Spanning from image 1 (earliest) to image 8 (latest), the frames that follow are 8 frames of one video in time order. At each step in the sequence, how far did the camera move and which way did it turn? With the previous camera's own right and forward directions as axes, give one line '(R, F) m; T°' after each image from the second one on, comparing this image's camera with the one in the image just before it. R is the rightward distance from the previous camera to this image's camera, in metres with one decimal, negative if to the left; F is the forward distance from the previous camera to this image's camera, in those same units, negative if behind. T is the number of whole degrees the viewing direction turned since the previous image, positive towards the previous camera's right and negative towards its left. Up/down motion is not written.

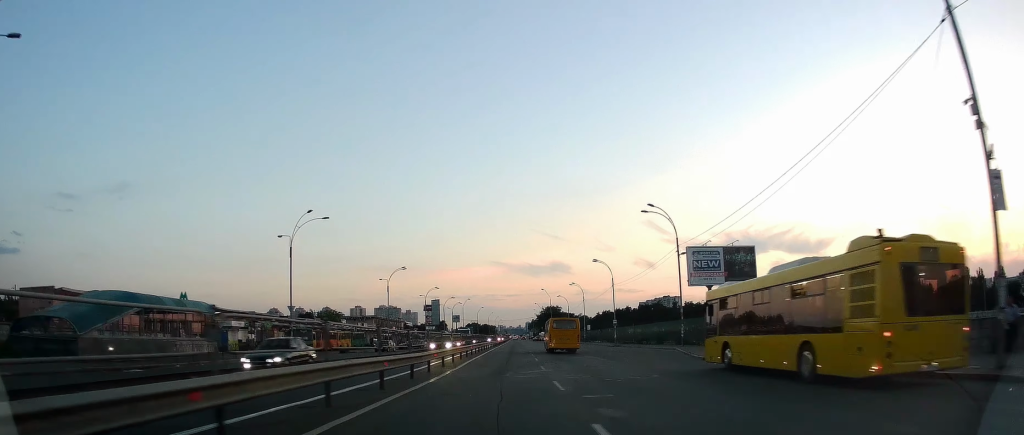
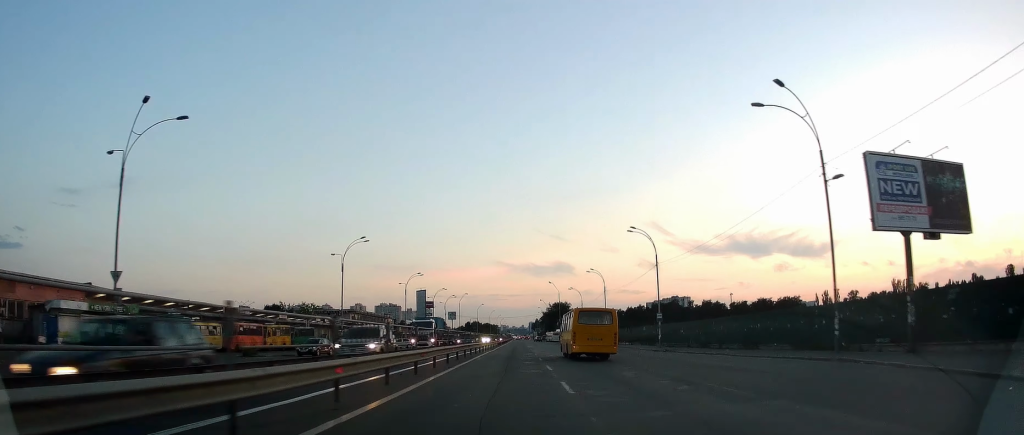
(0.0, +28.5) m; 0°
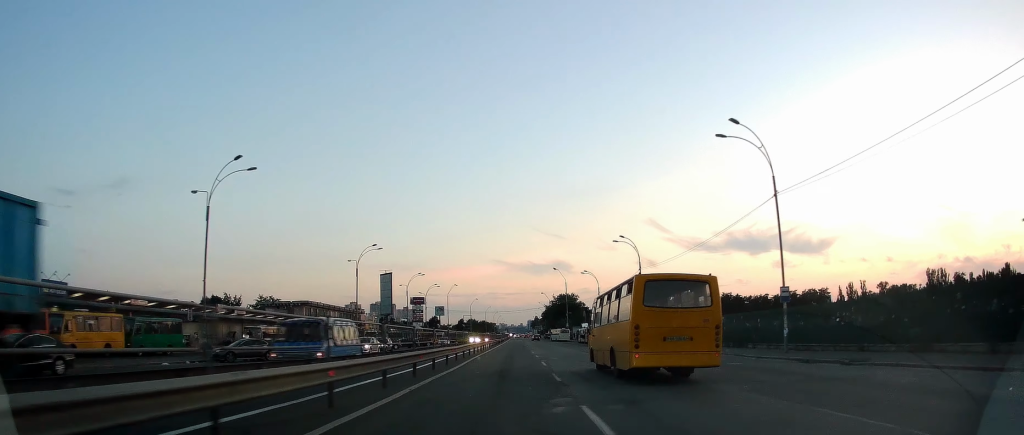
(-0.1, +33.0) m; +1°
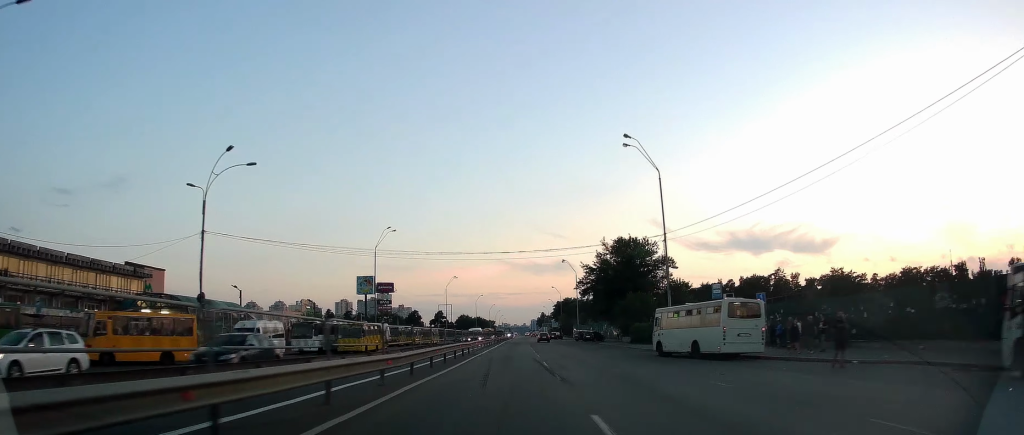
(-0.1, +100.2) m; -1°
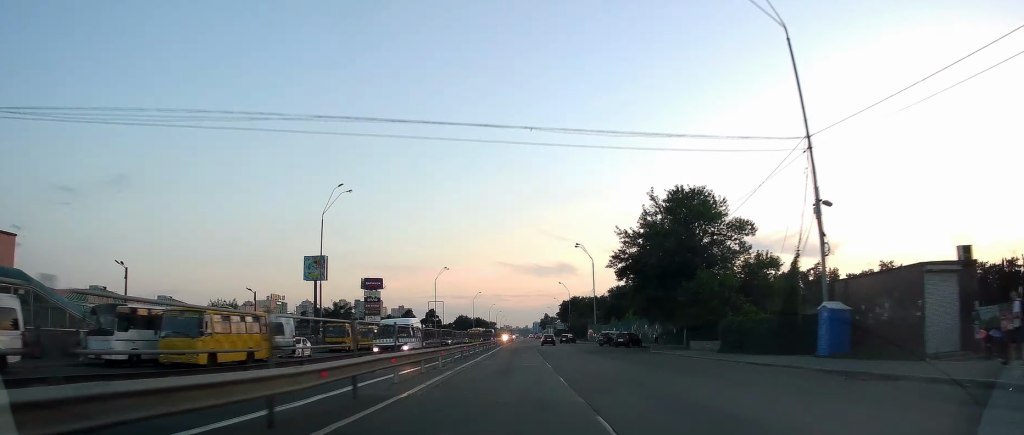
(+0.1, +26.7) m; 0°
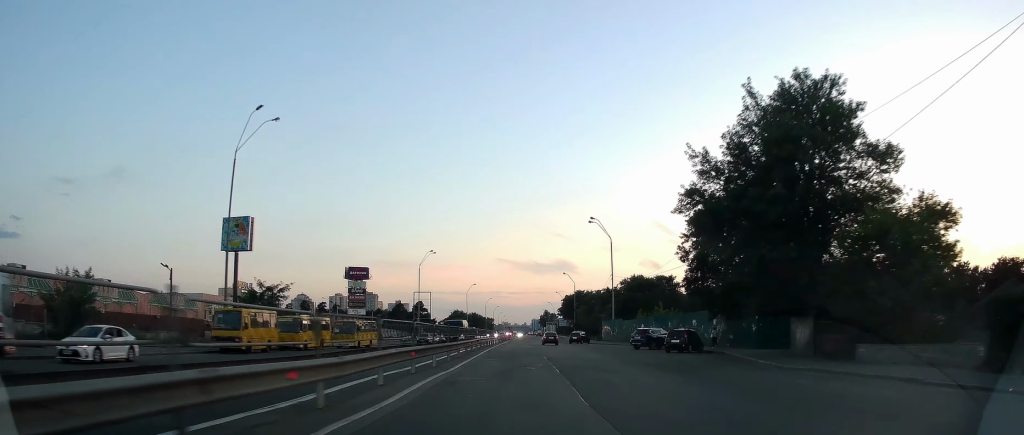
(-0.1, +22.7) m; 0°
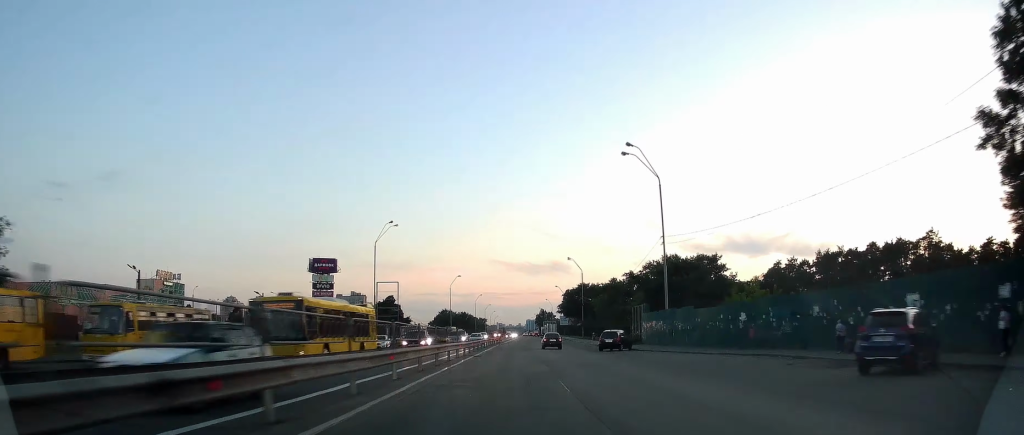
(+0.1, +34.1) m; 0°
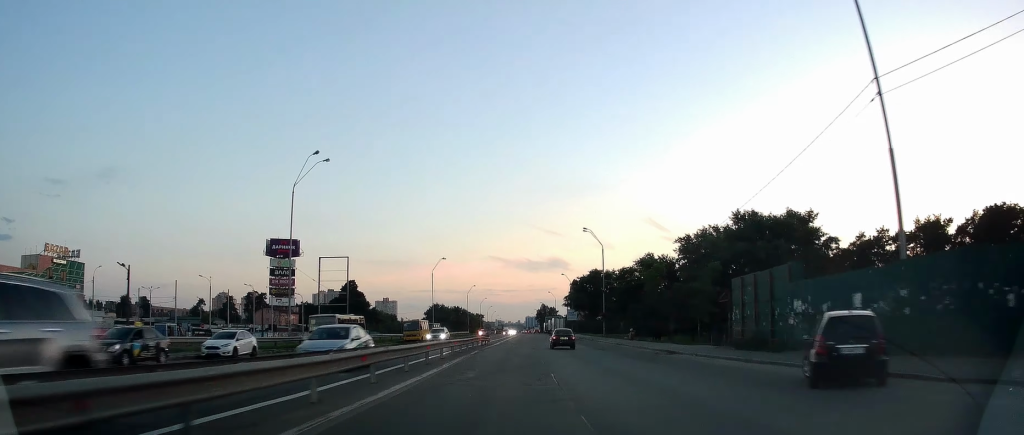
(+0.1, +33.7) m; 0°
